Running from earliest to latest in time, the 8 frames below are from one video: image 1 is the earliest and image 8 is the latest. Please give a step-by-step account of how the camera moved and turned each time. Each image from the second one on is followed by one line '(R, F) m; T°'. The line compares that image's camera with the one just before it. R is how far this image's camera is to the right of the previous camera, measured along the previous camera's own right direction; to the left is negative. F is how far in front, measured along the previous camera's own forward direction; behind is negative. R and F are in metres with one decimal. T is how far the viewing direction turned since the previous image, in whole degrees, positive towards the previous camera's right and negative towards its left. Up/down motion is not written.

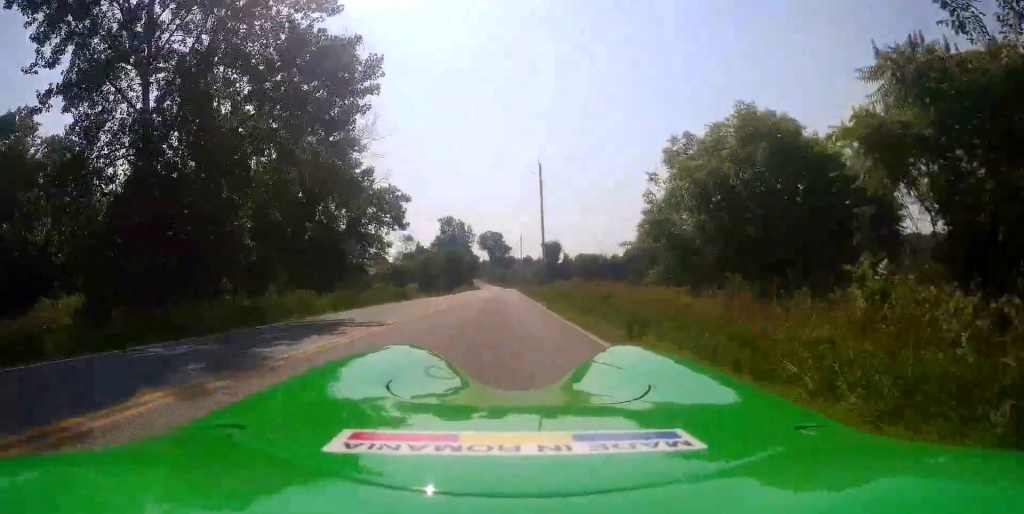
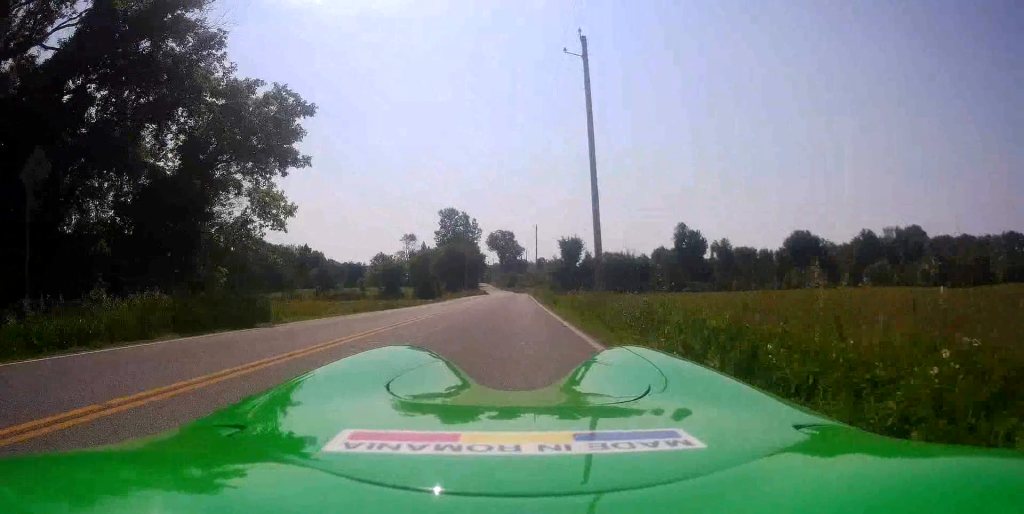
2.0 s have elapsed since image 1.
(+1.2, +23.9) m; +1°
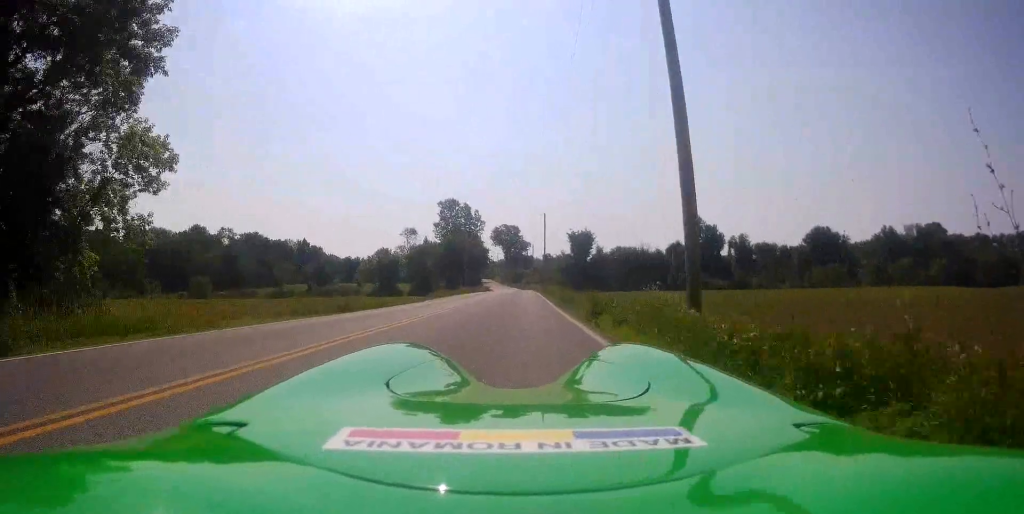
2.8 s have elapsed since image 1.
(-0.5, +10.2) m; -1°
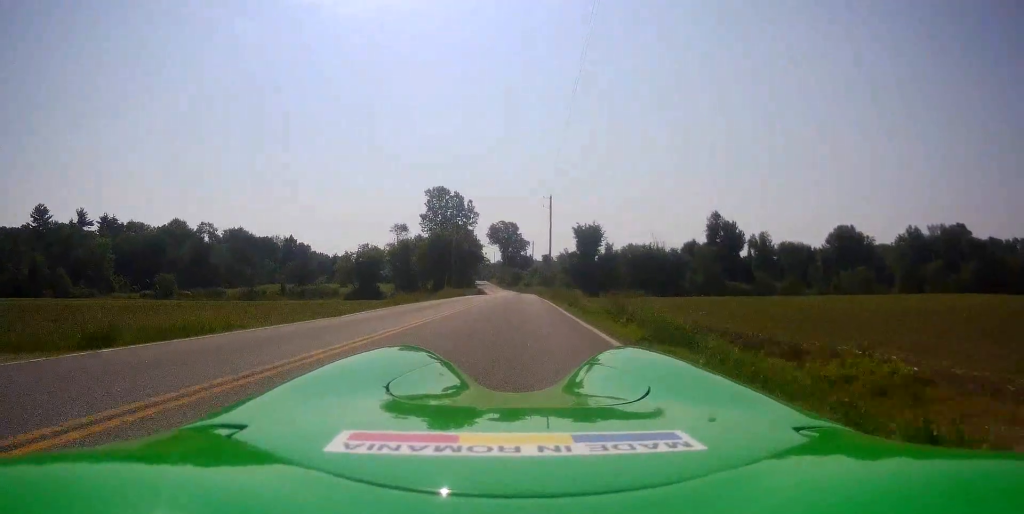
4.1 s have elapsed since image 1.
(+0.3, +15.9) m; -1°
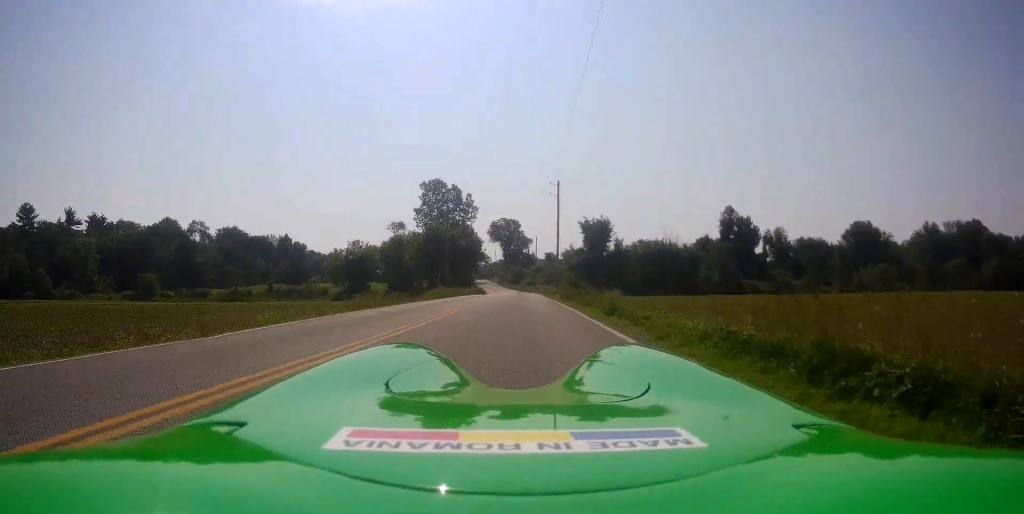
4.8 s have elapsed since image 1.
(-0.4, +8.2) m; 0°
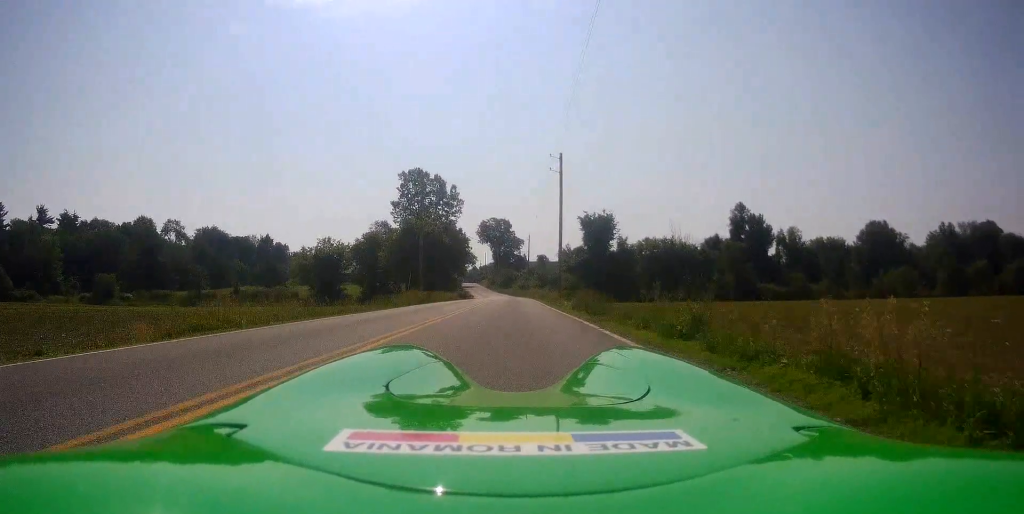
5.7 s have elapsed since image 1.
(+0.2, +11.8) m; +2°
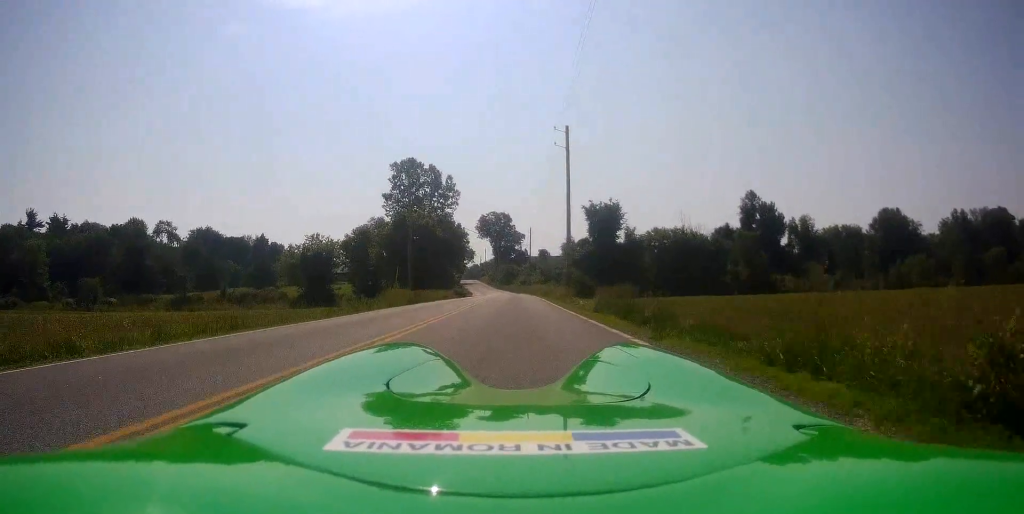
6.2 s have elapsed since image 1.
(+0.1, +5.6) m; +1°
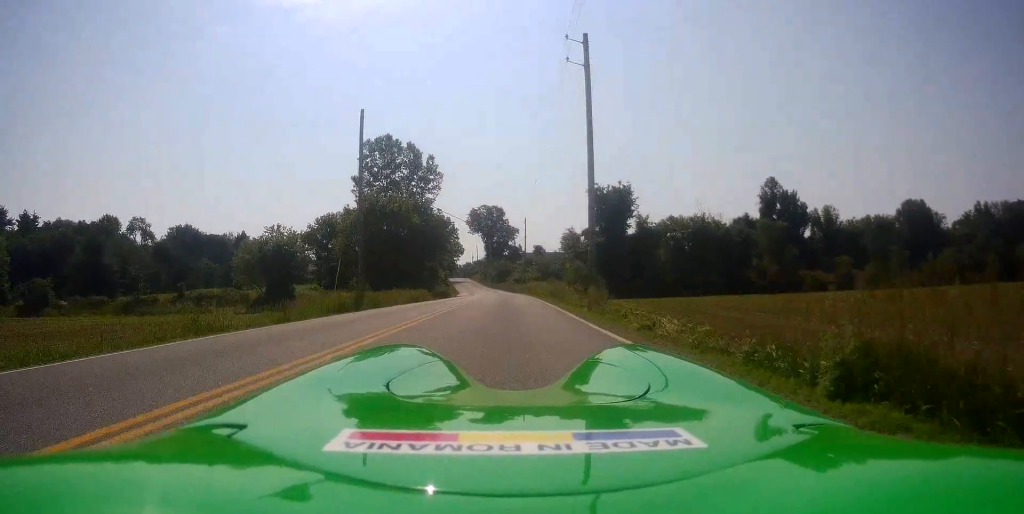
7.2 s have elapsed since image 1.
(+0.1, +12.6) m; -1°
